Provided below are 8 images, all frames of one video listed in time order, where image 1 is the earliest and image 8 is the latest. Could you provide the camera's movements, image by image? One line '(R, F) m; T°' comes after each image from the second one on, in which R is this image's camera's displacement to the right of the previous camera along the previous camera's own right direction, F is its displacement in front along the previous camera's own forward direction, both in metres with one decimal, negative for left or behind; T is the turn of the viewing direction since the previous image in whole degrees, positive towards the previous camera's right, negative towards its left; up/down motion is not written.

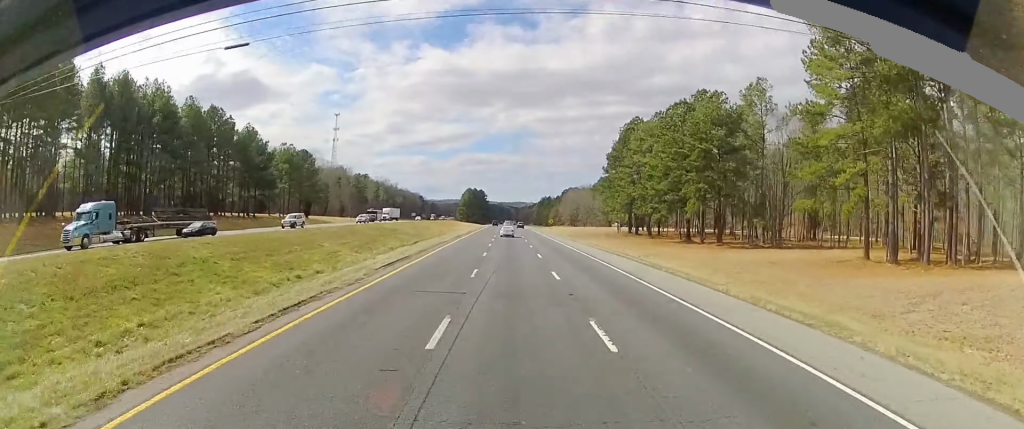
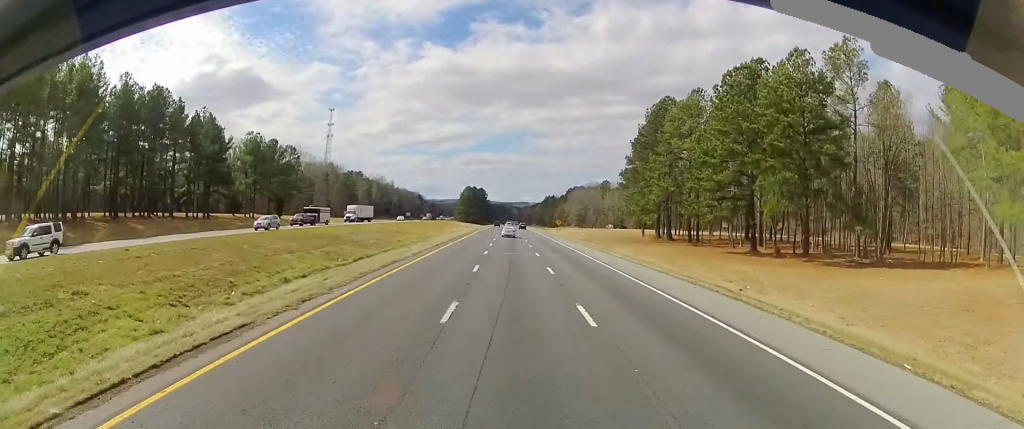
(0.0, +21.5) m; 0°
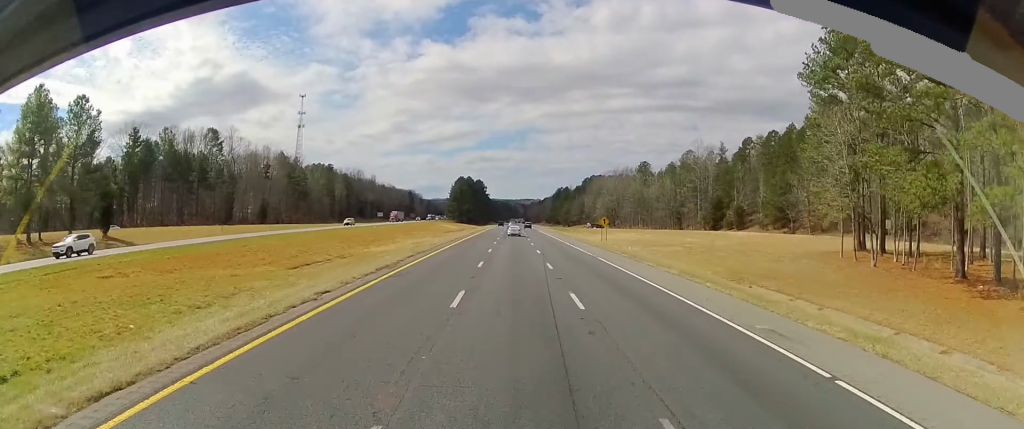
(-0.9, +68.9) m; -1°
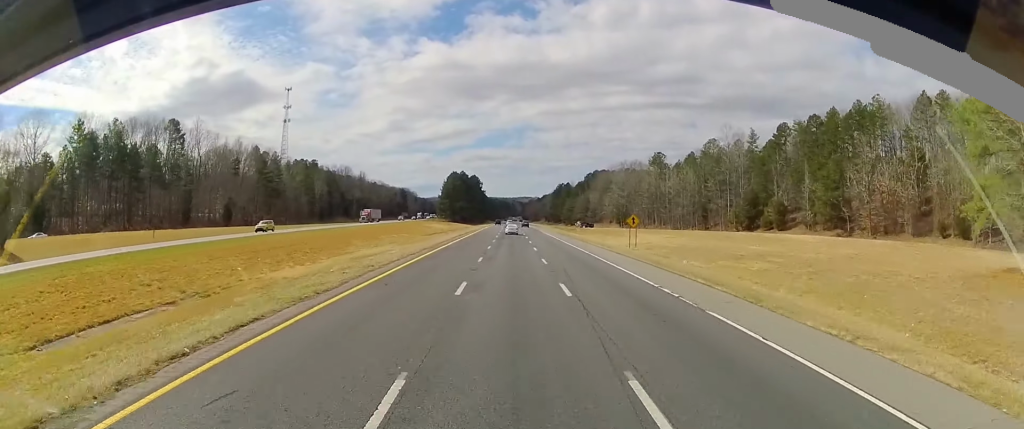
(0.0, +21.7) m; +1°
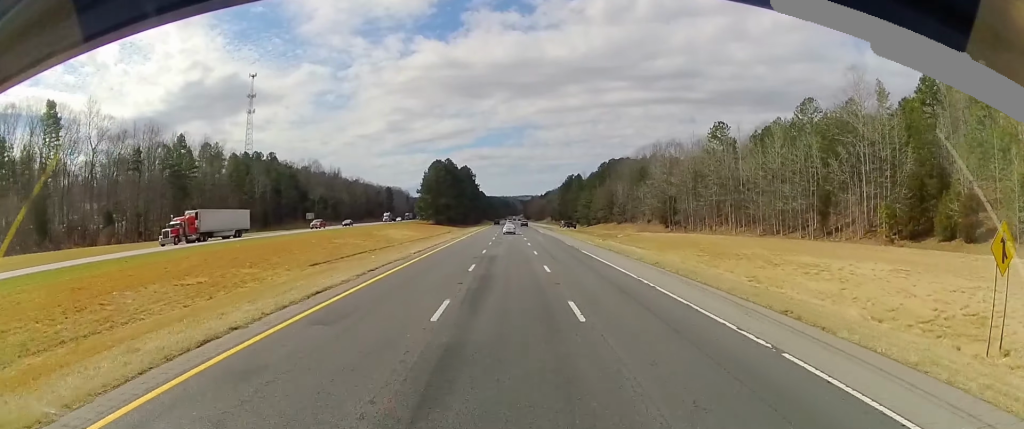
(+0.8, +52.1) m; 0°
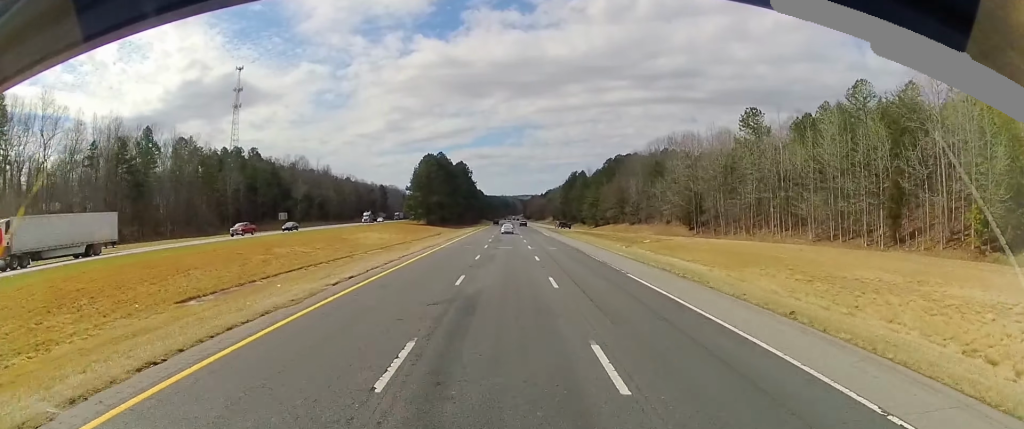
(-0.3, +17.4) m; -1°
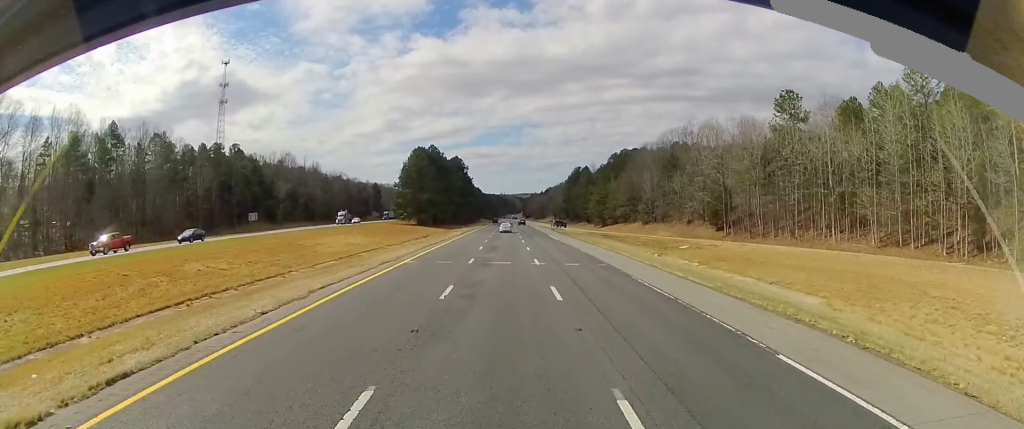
(-0.1, +15.2) m; 0°
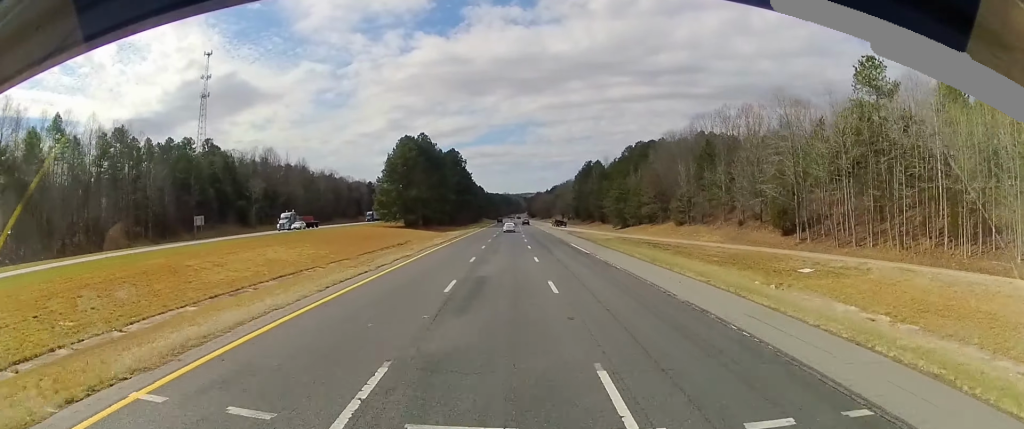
(0.0, +23.9) m; 0°
